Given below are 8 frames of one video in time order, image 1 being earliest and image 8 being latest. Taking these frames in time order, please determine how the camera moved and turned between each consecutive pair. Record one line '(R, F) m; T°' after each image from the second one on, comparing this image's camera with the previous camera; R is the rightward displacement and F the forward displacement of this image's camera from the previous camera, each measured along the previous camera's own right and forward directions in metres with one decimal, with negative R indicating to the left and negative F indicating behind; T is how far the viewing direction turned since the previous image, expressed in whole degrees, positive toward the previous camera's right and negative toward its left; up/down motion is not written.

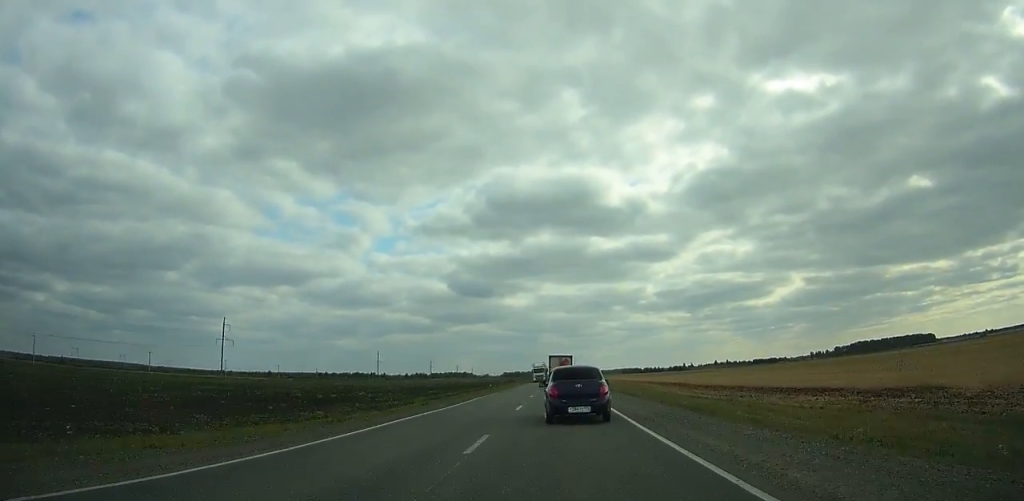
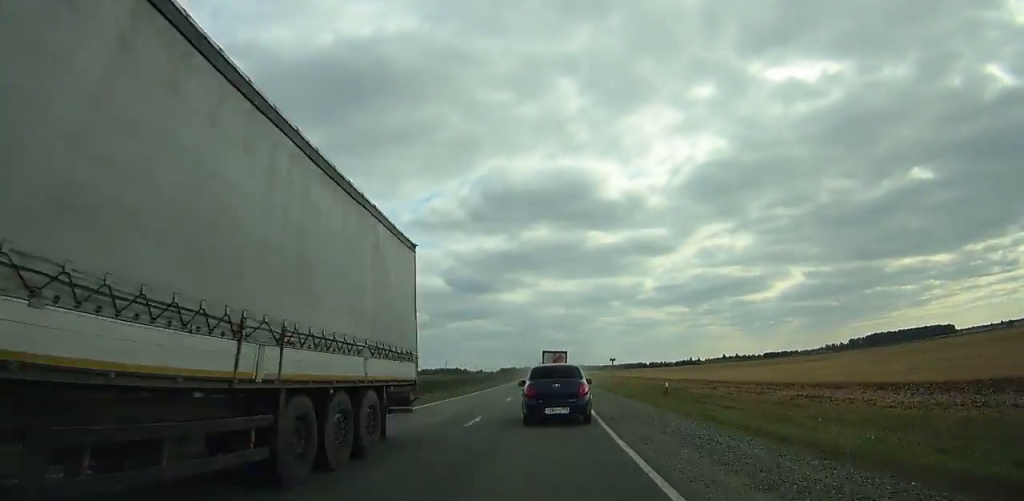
(+0.1, +78.6) m; 0°
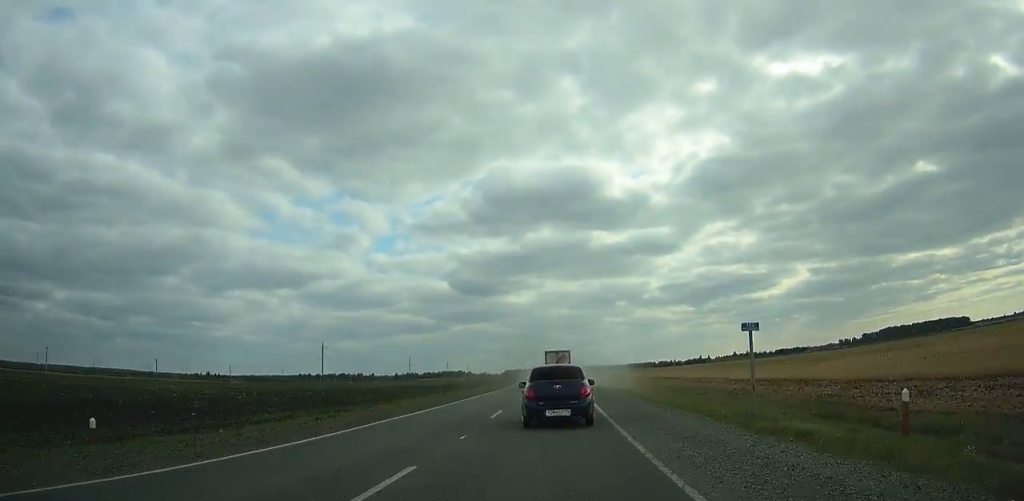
(0.0, +32.5) m; 0°
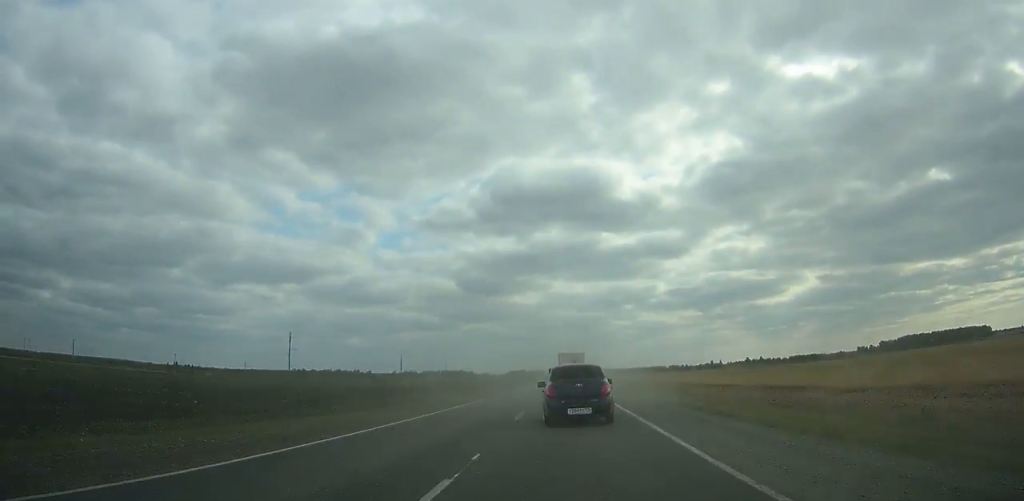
(-0.3, +49.7) m; 0°
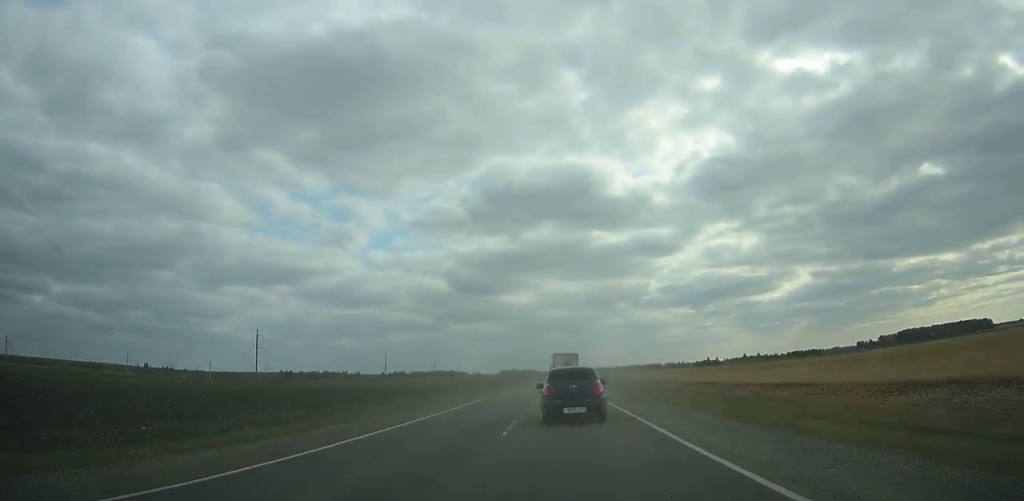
(-0.1, +27.8) m; 0°
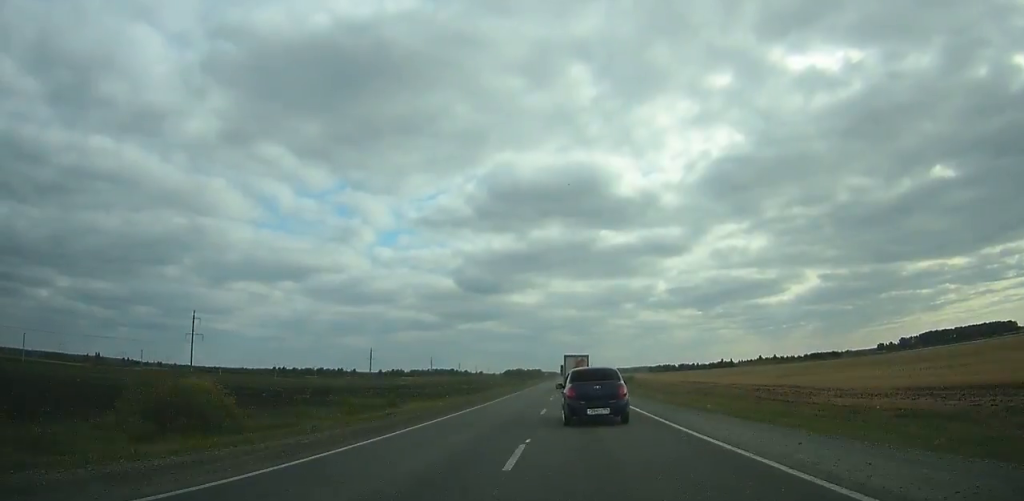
(0.0, +56.2) m; 0°
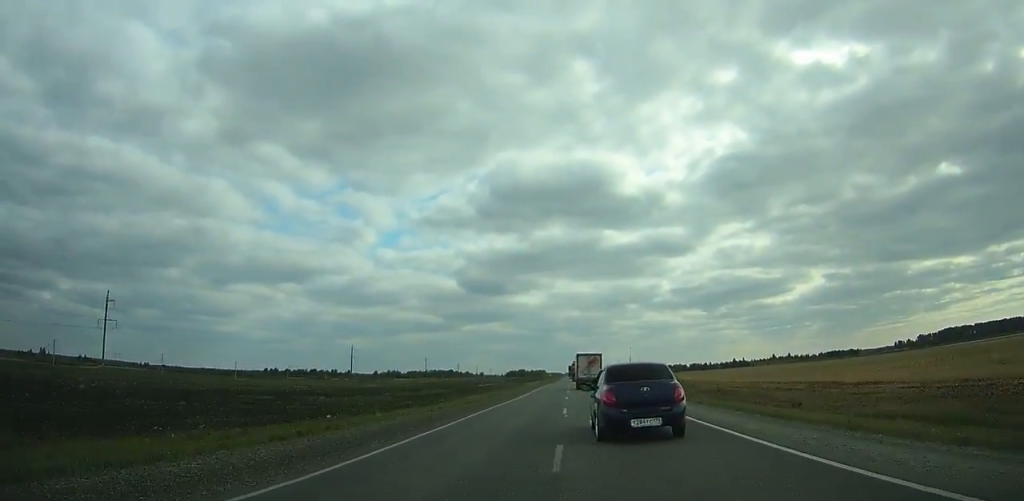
(0.0, +48.0) m; 0°
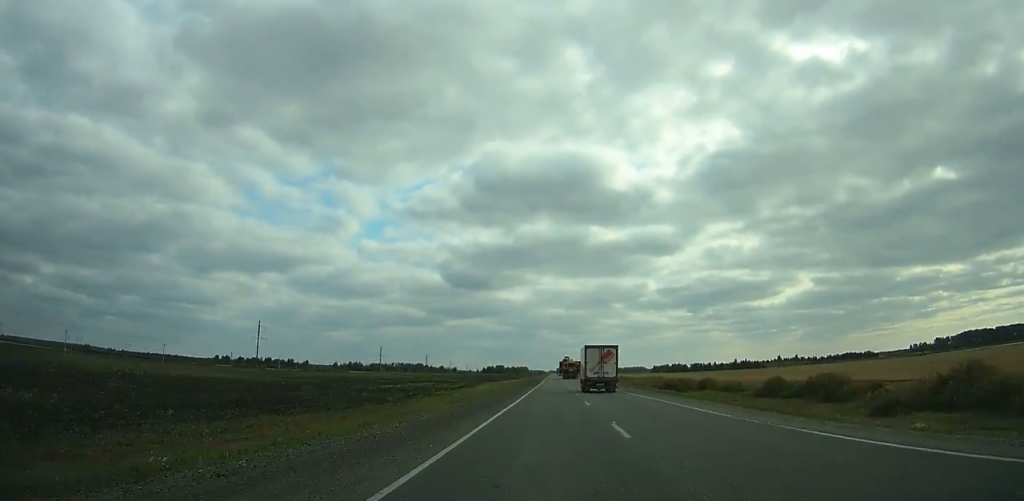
(+0.1, +103.2) m; +1°
